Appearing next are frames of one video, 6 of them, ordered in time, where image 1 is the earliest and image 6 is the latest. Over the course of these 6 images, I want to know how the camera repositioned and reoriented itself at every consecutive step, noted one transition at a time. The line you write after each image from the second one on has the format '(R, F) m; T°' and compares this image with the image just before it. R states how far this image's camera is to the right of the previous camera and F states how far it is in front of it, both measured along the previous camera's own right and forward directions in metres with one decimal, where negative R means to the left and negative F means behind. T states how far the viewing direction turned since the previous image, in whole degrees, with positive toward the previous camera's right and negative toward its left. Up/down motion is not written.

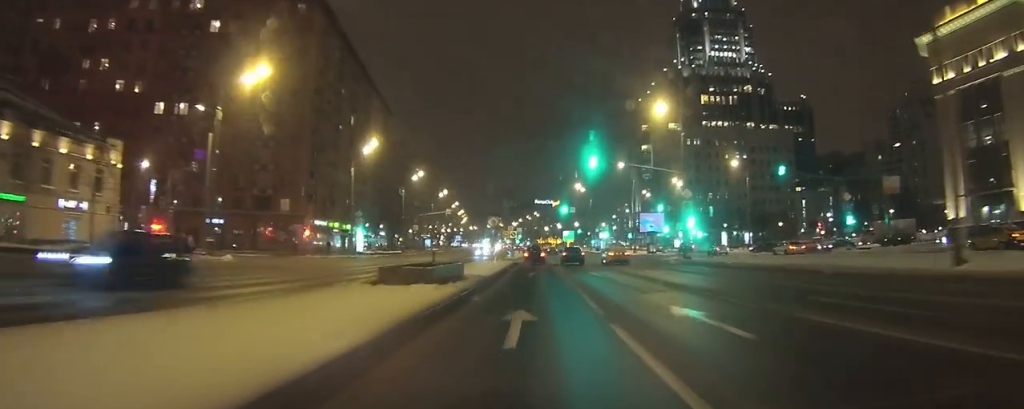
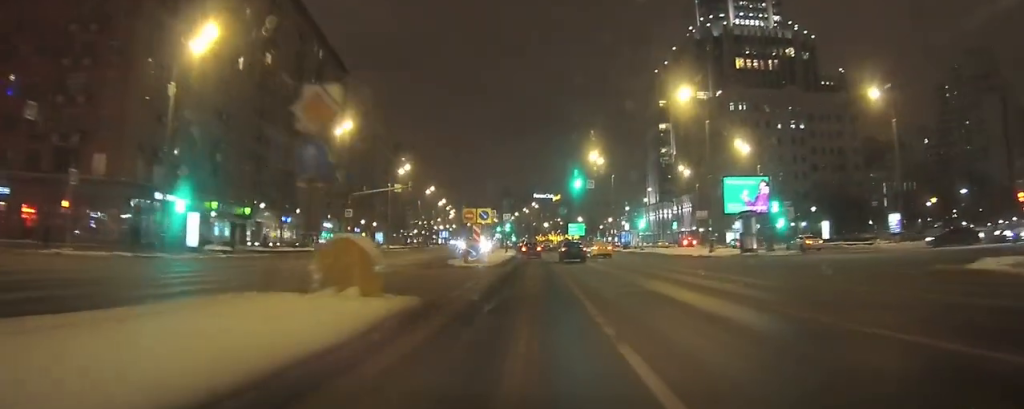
(-0.7, +34.0) m; -2°
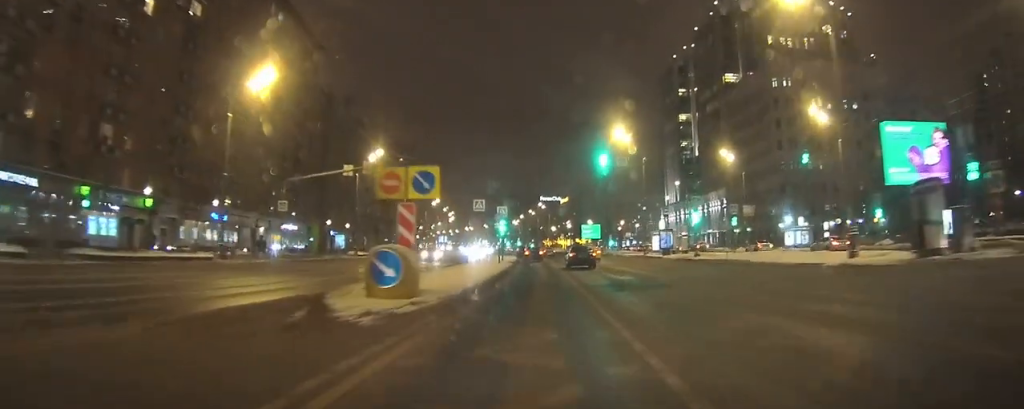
(0.0, +15.9) m; 0°
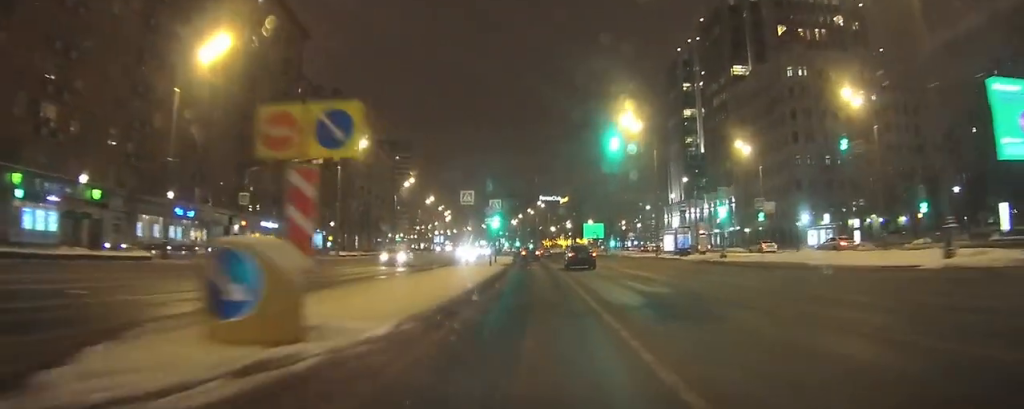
(0.0, +6.1) m; 0°
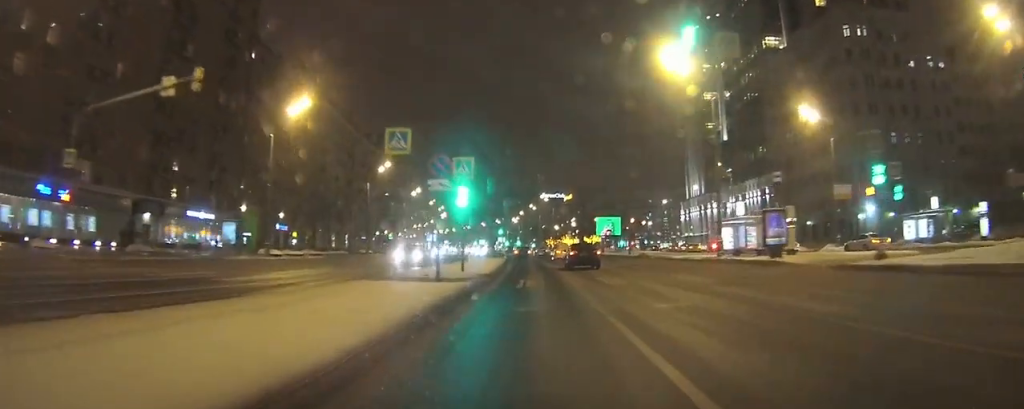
(-0.1, +18.1) m; 0°
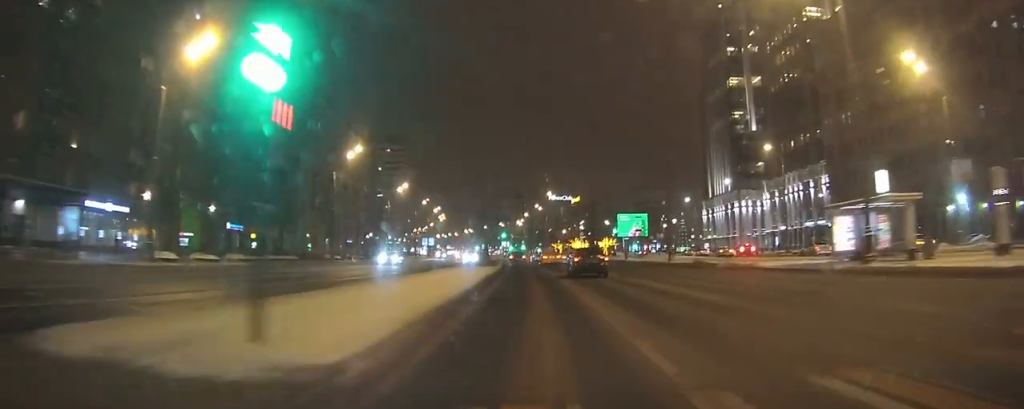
(+0.1, +18.0) m; 0°
